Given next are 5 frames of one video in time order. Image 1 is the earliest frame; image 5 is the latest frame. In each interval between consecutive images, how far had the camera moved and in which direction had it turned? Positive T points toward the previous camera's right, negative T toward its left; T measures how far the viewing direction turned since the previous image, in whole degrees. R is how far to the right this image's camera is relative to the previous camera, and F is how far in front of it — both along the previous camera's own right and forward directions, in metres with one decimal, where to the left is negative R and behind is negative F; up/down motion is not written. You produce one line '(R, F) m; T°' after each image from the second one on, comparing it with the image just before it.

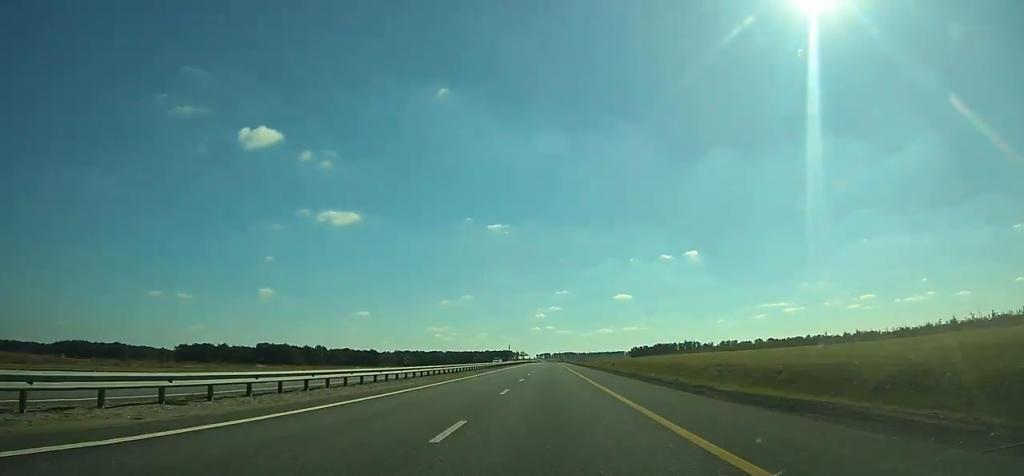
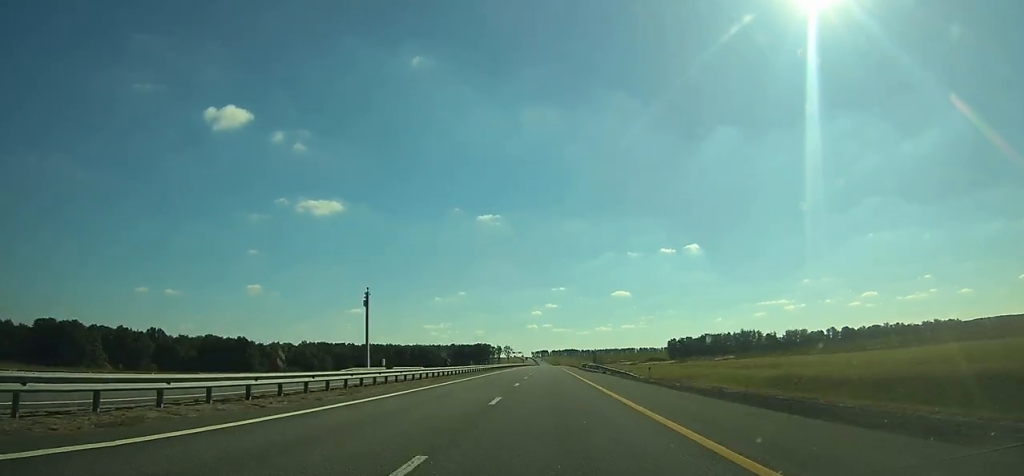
(+0.6, +261.0) m; 0°
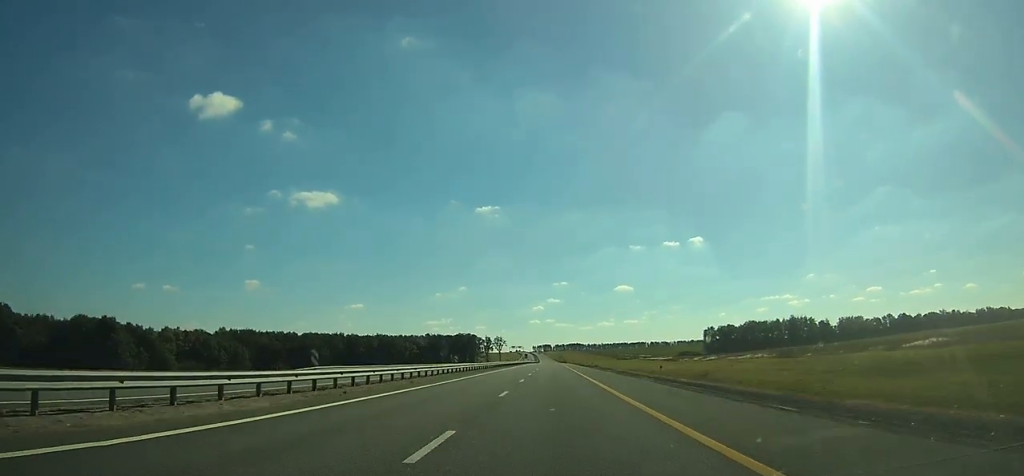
(0.0, +116.3) m; 0°
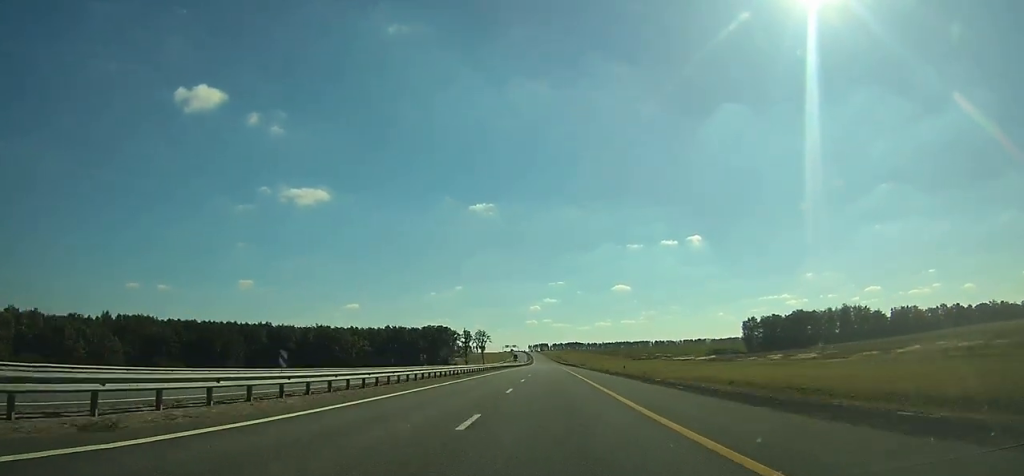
(-0.1, +89.6) m; 0°
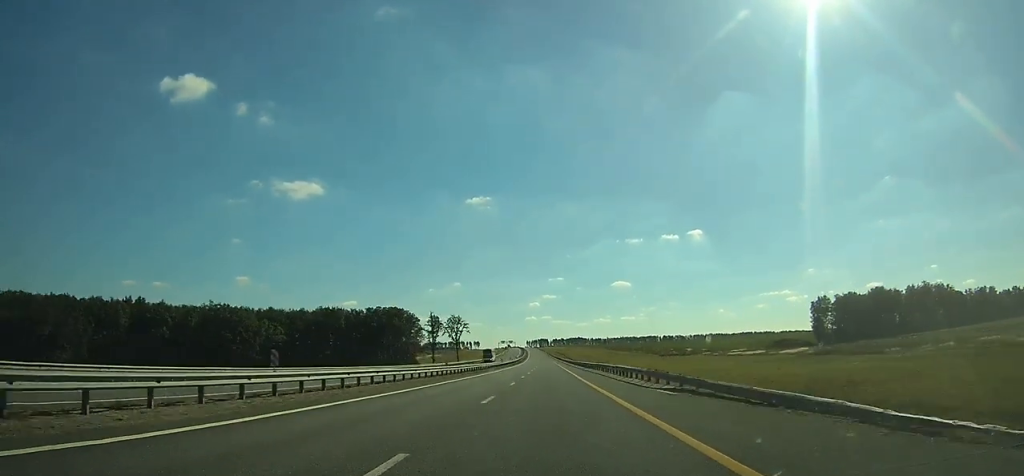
(0.0, +88.5) m; 0°
